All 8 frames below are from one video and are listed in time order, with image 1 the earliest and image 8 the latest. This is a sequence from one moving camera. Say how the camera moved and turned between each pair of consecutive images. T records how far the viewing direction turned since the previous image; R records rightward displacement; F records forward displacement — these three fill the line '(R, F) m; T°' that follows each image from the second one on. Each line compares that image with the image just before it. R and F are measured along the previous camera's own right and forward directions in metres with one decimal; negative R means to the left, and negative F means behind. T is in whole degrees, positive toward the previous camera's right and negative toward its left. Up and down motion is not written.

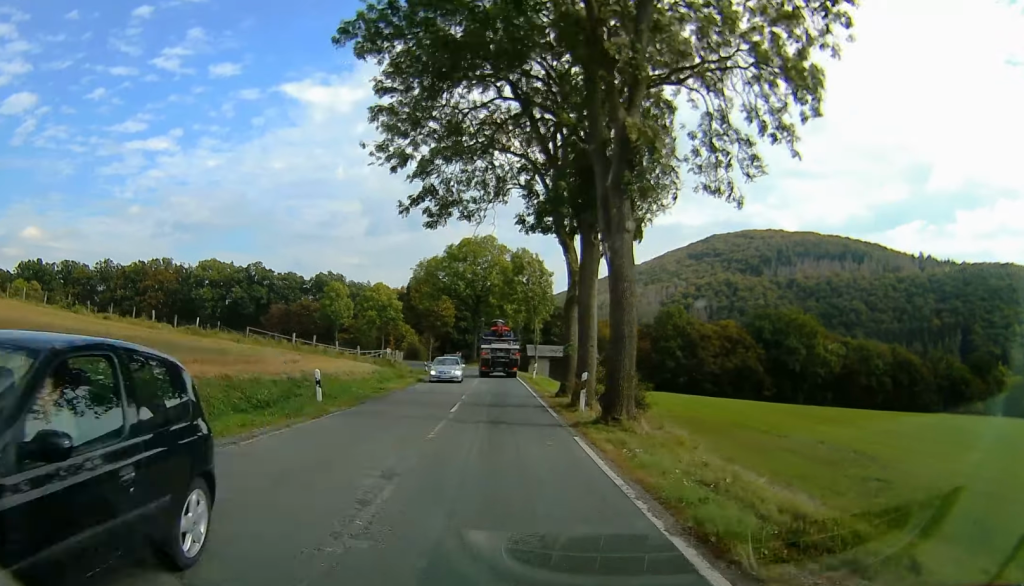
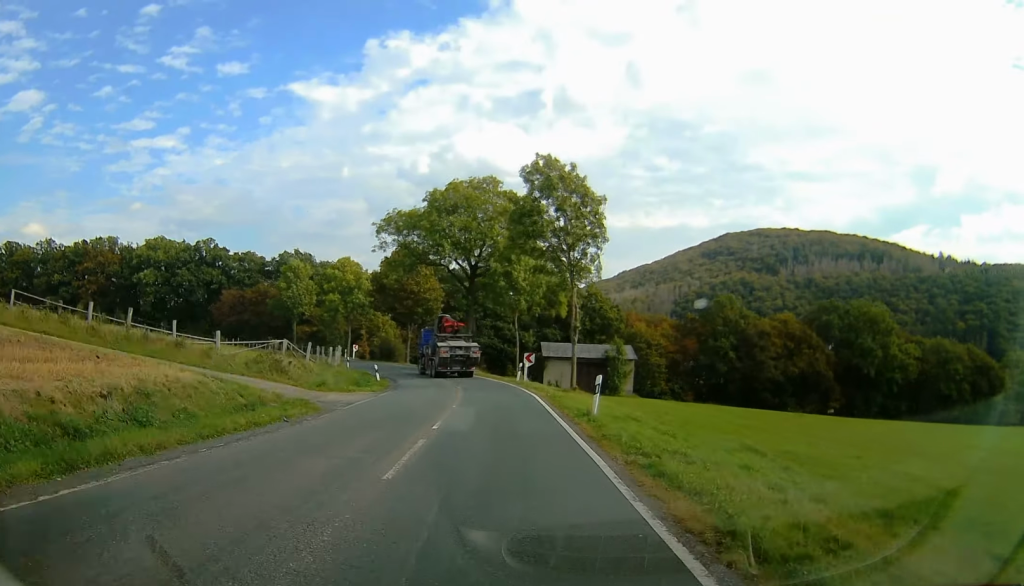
(+0.4, +22.1) m; +4°
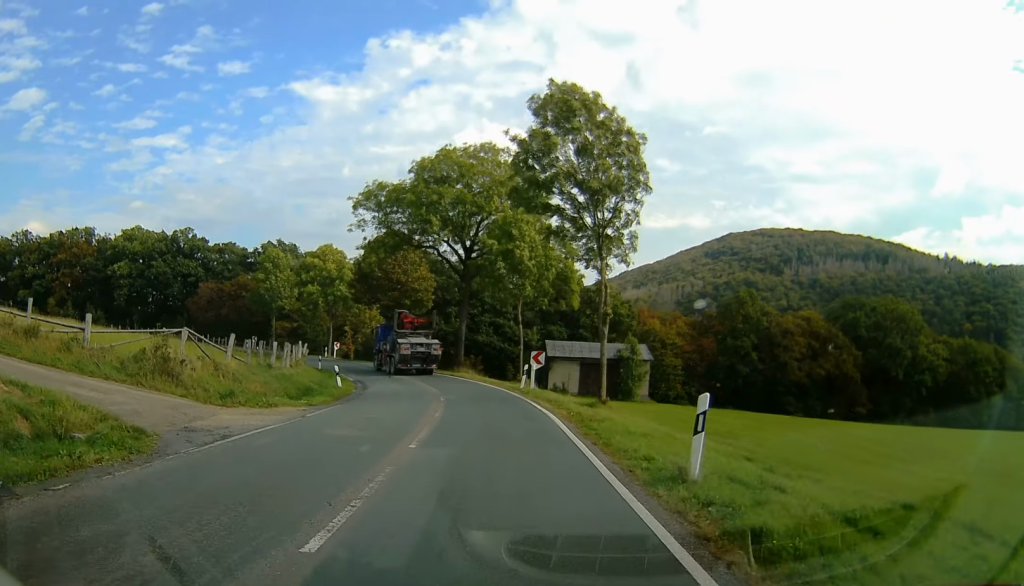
(+0.3, +6.2) m; +1°
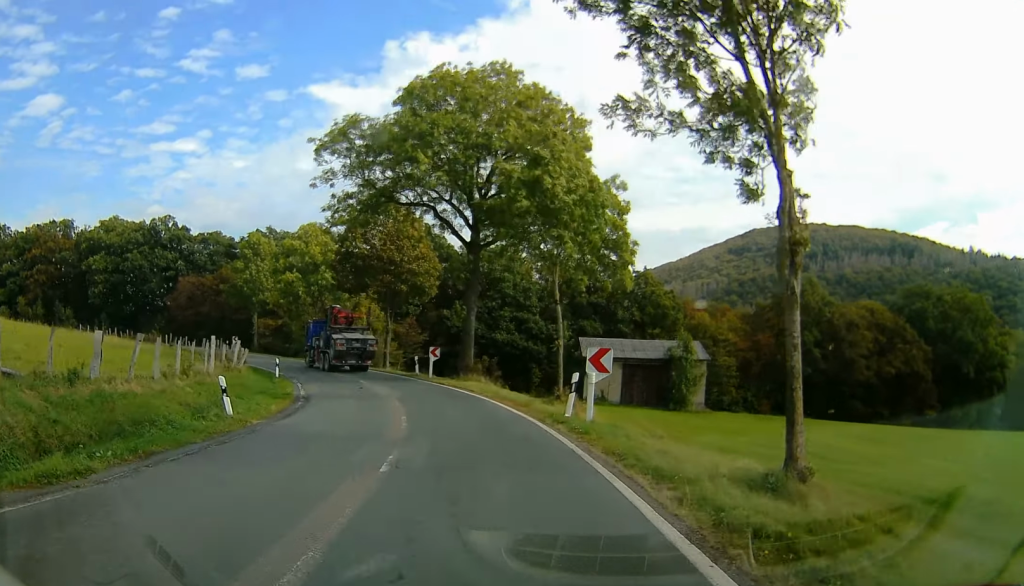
(-0.2, +9.2) m; -7°
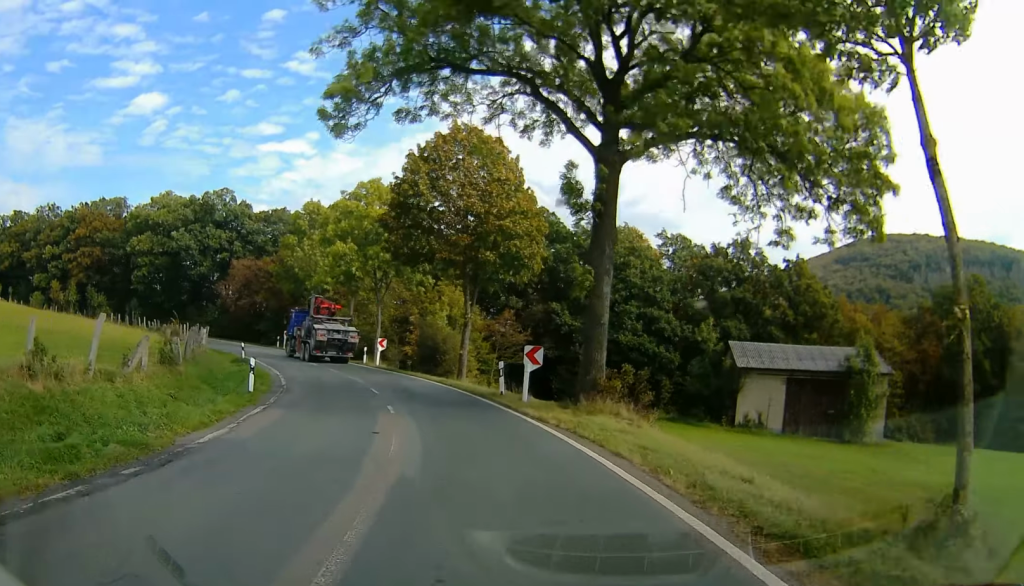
(-2.5, +11.7) m; -27°
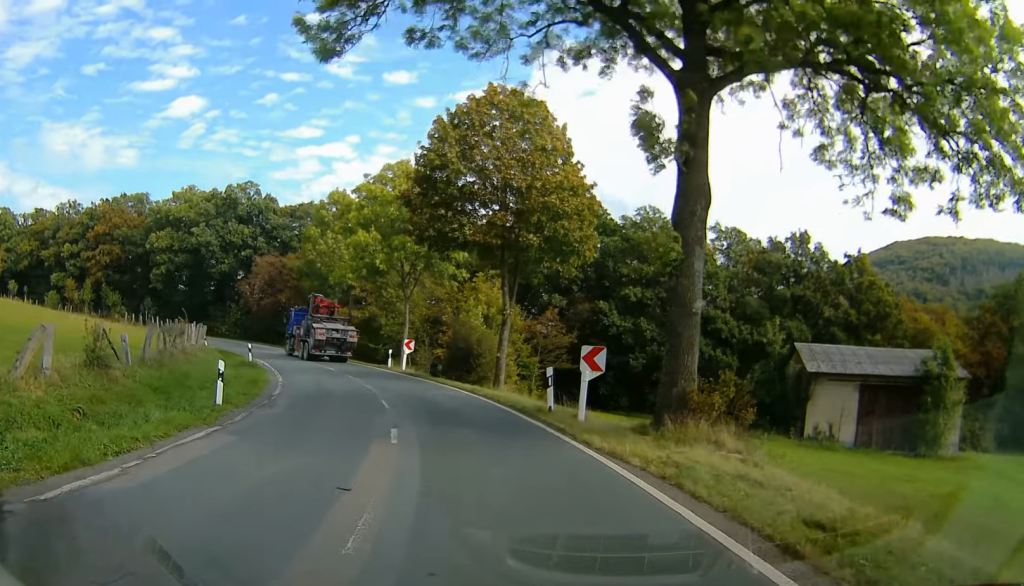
(-0.9, +4.0) m; -7°
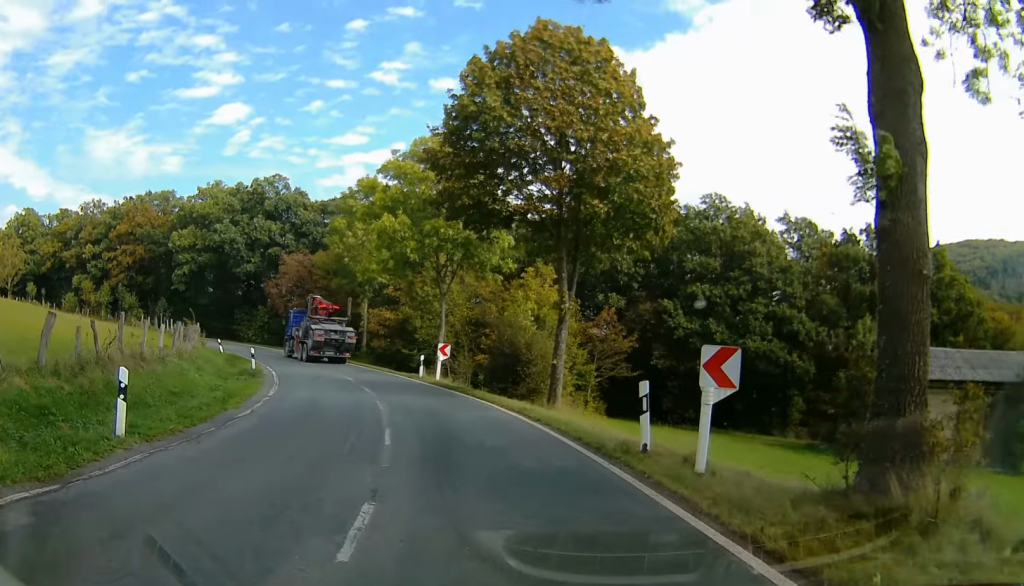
(-0.5, +4.9) m; -6°
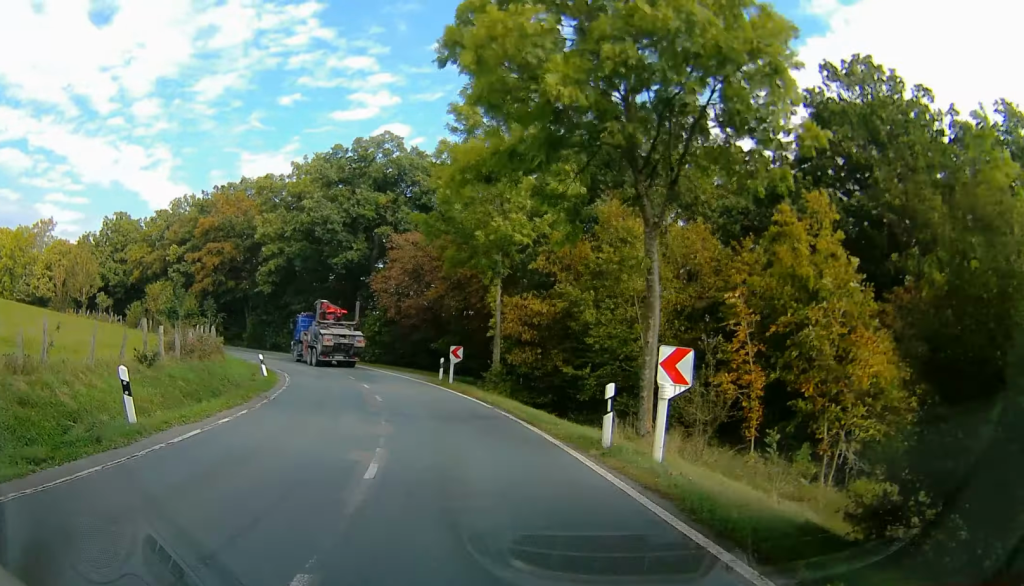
(-0.2, +17.2) m; -1°
